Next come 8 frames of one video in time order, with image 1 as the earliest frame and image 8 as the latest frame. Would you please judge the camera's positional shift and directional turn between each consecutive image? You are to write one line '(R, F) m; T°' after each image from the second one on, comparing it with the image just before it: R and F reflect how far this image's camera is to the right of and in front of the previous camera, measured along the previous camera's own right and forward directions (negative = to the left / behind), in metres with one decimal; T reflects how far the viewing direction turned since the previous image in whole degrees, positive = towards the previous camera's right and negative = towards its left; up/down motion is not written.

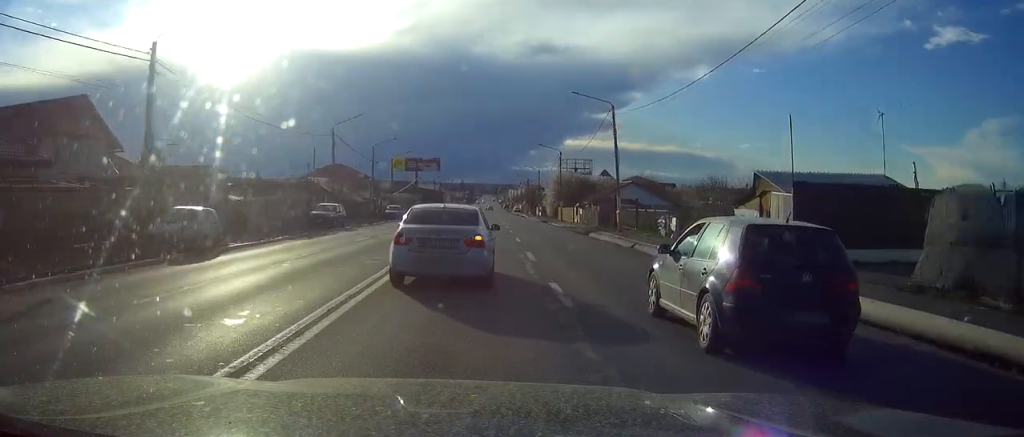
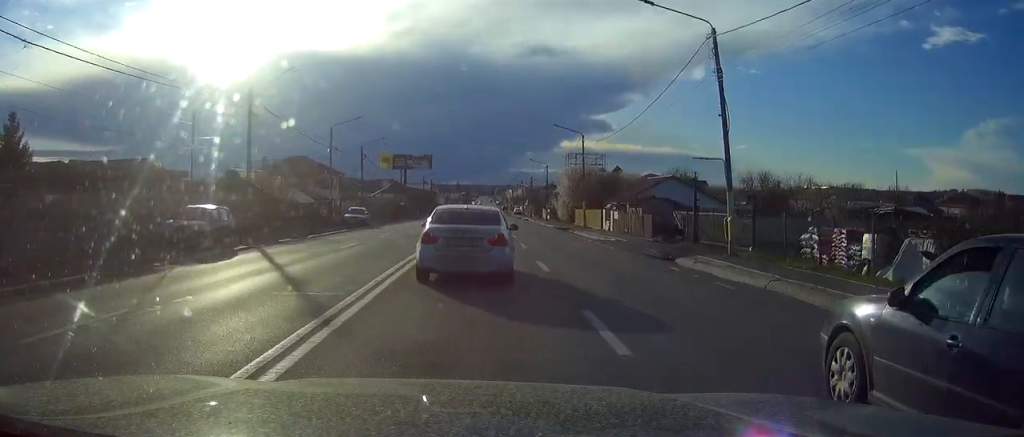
(+0.1, +21.2) m; 0°
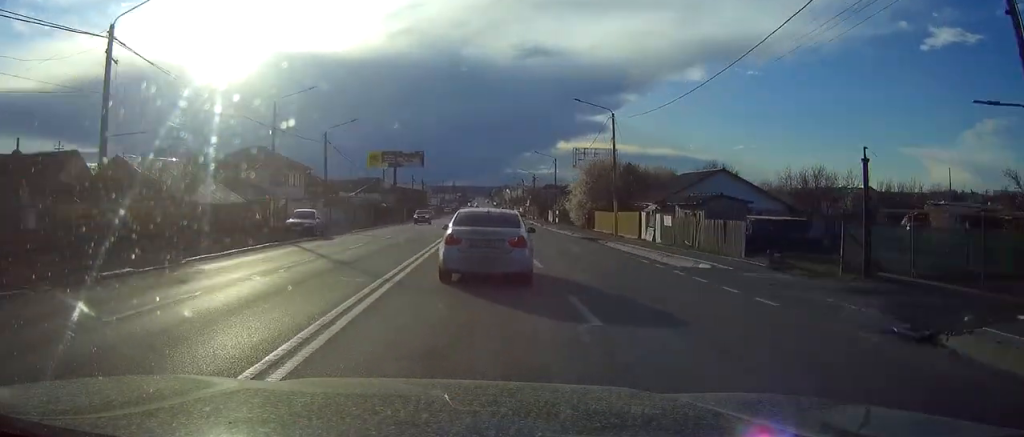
(0.0, +15.9) m; 0°
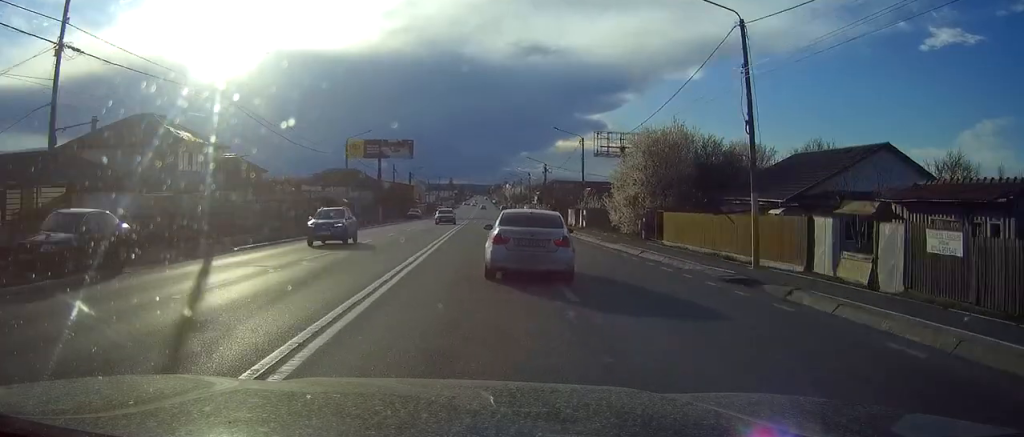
(+0.1, +24.6) m; +1°
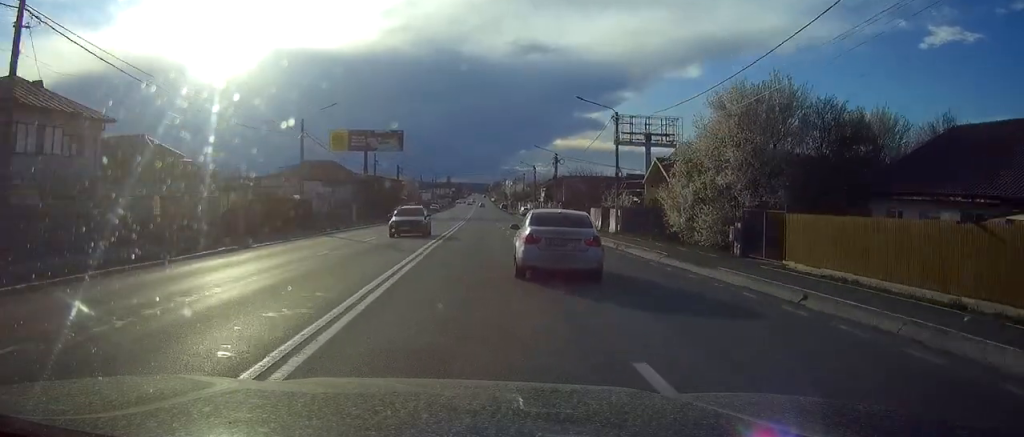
(+0.1, +16.4) m; 0°
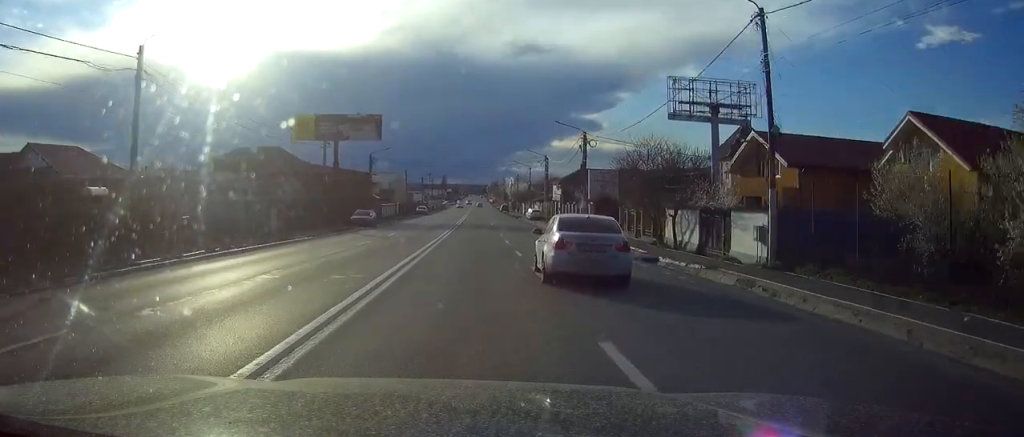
(-0.1, +25.7) m; 0°
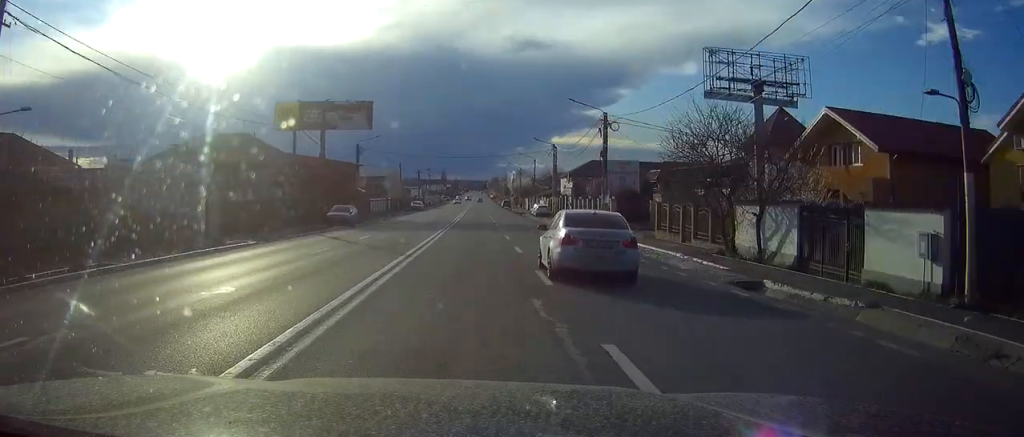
(+0.1, +9.7) m; 0°
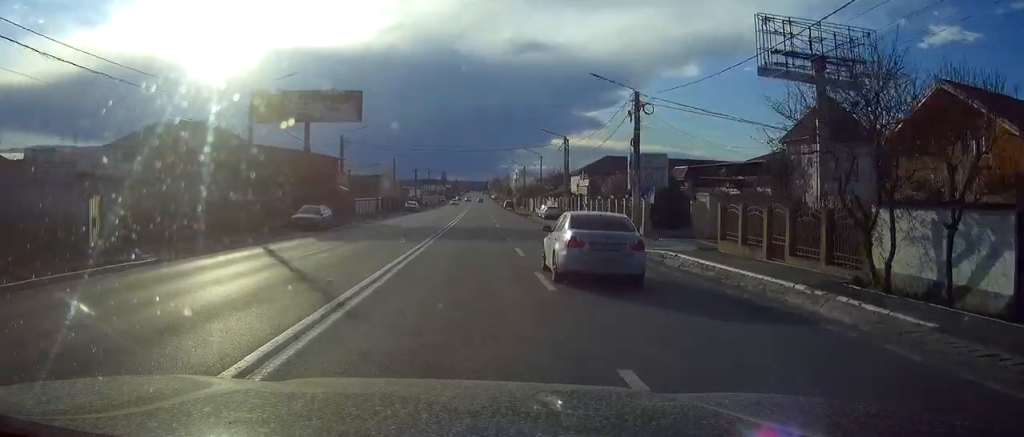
(0.0, +9.8) m; 0°
